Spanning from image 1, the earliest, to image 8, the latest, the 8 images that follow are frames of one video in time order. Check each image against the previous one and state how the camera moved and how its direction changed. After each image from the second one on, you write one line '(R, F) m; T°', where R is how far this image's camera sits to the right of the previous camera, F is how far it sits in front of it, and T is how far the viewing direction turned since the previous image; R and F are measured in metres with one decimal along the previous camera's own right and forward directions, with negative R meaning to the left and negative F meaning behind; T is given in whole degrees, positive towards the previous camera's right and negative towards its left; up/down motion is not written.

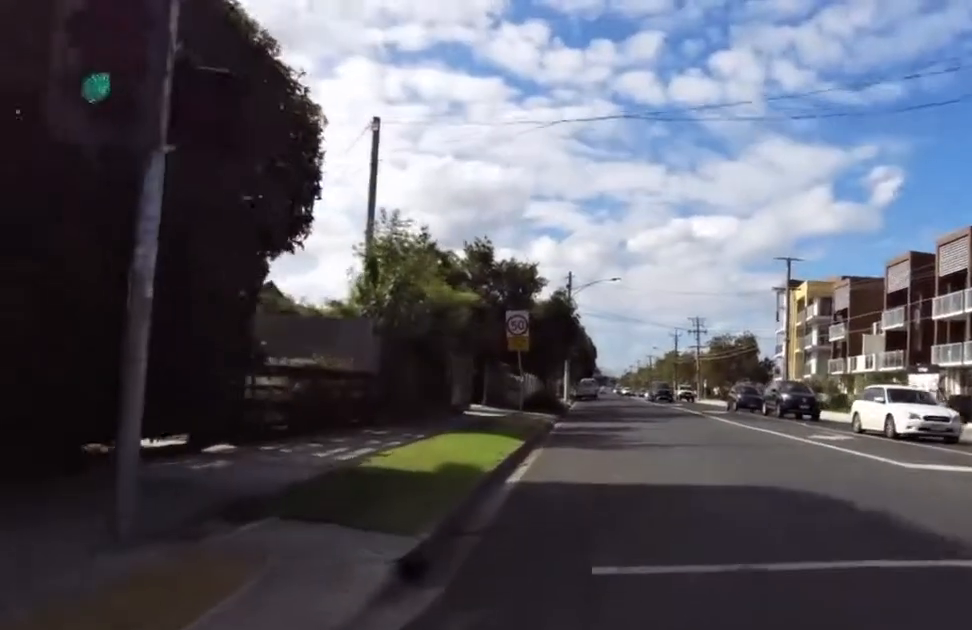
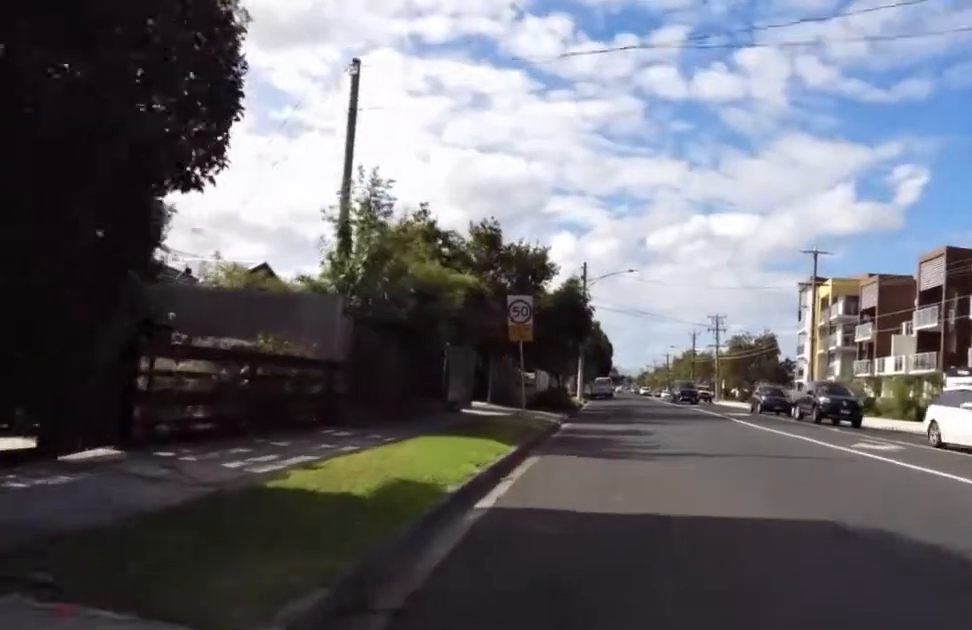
(-0.1, +2.7) m; -4°
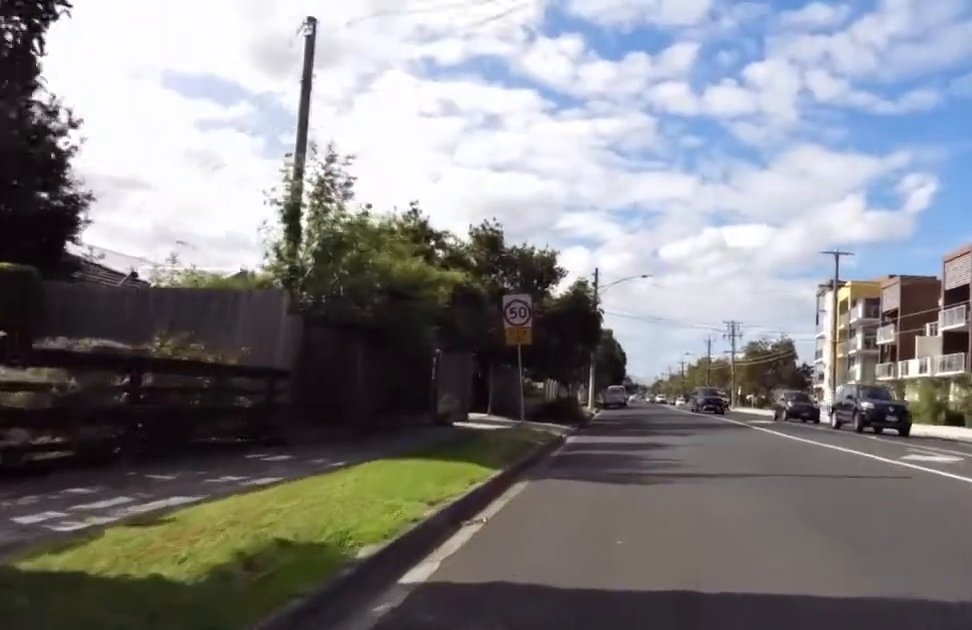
(-0.5, +2.7) m; -6°
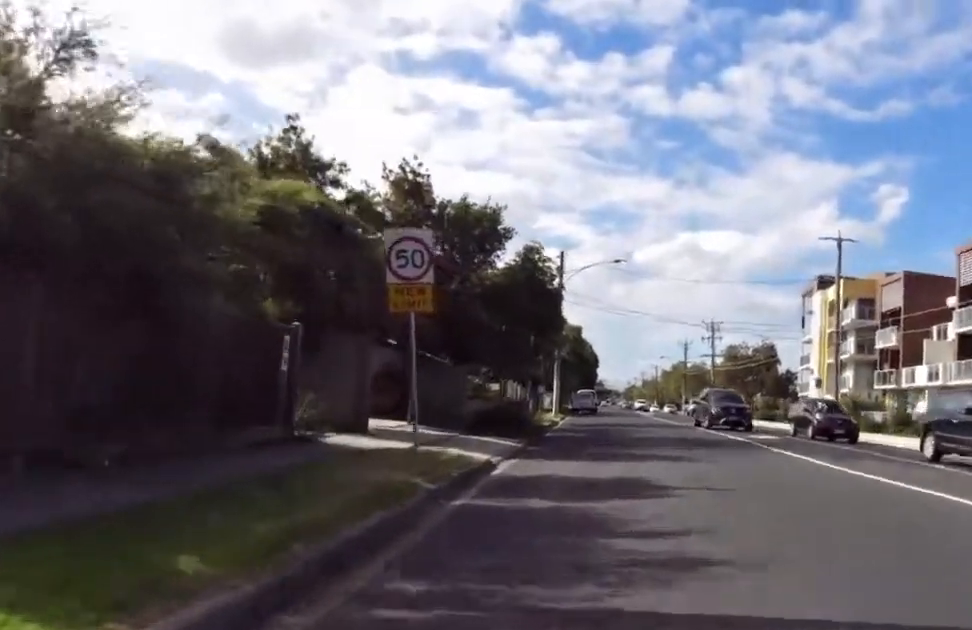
(-0.5, +7.5) m; -4°
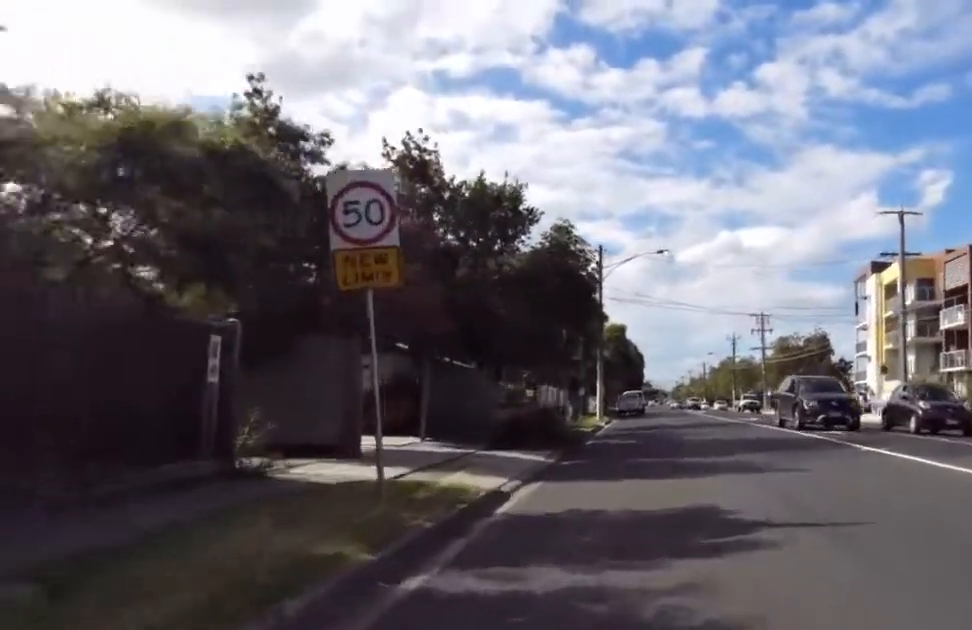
(0.0, +3.9) m; +4°
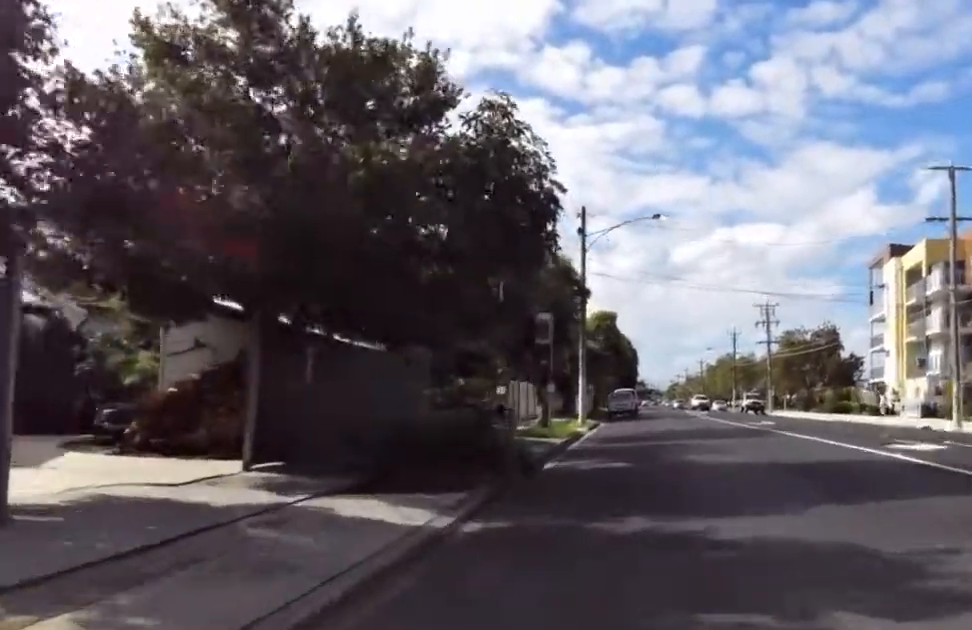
(+0.7, +7.8) m; +5°
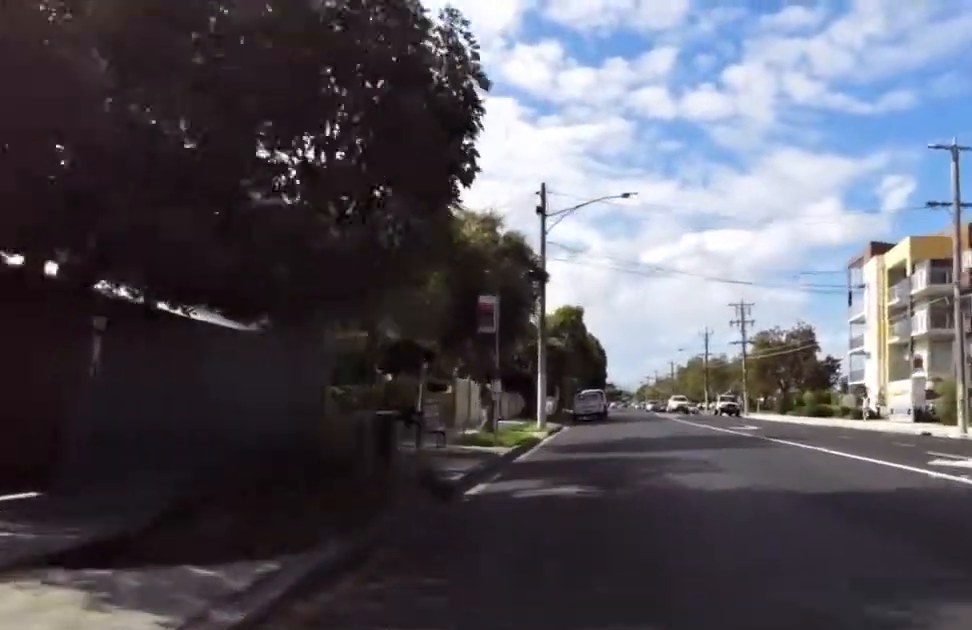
(+0.6, +4.0) m; -1°
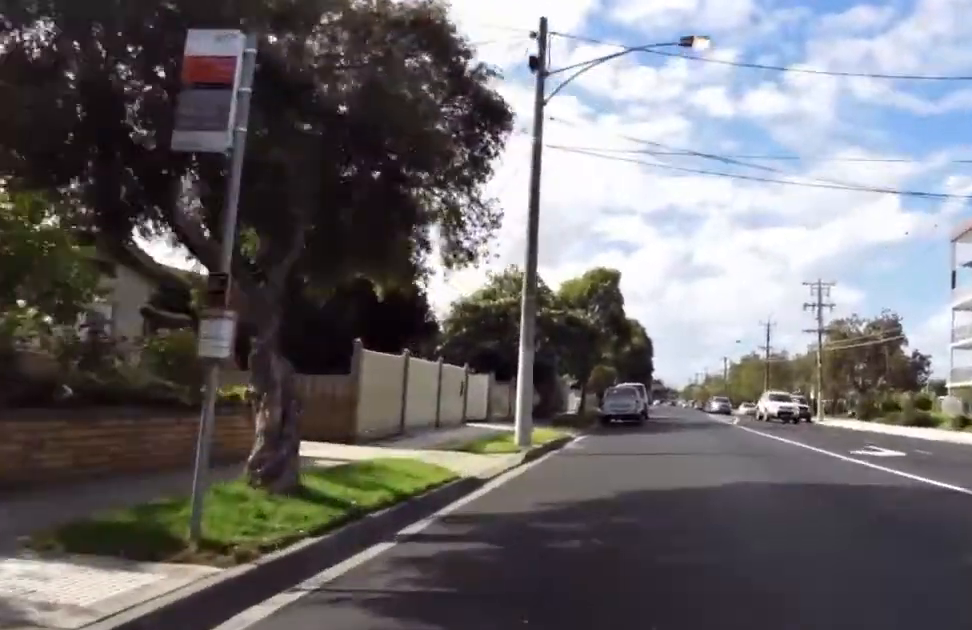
(-2.0, +13.2) m; -9°
